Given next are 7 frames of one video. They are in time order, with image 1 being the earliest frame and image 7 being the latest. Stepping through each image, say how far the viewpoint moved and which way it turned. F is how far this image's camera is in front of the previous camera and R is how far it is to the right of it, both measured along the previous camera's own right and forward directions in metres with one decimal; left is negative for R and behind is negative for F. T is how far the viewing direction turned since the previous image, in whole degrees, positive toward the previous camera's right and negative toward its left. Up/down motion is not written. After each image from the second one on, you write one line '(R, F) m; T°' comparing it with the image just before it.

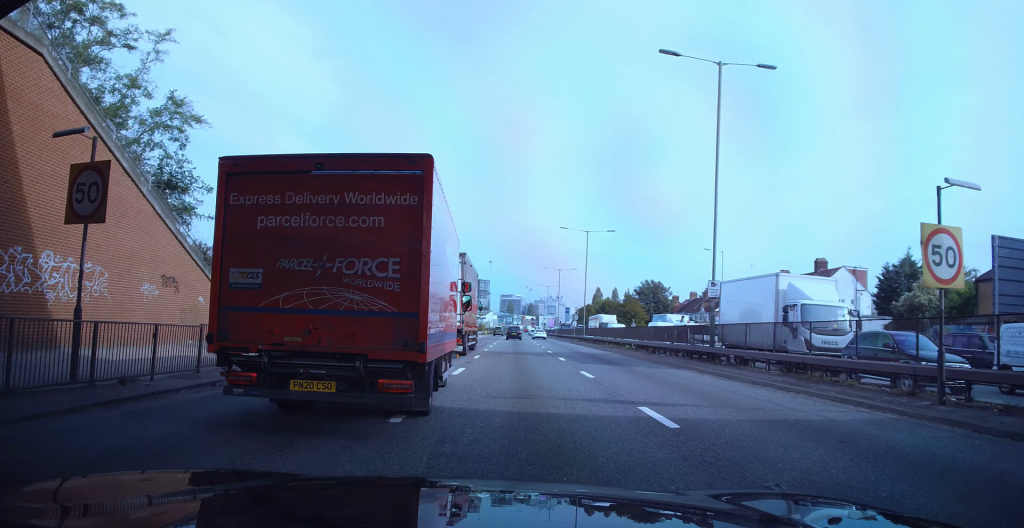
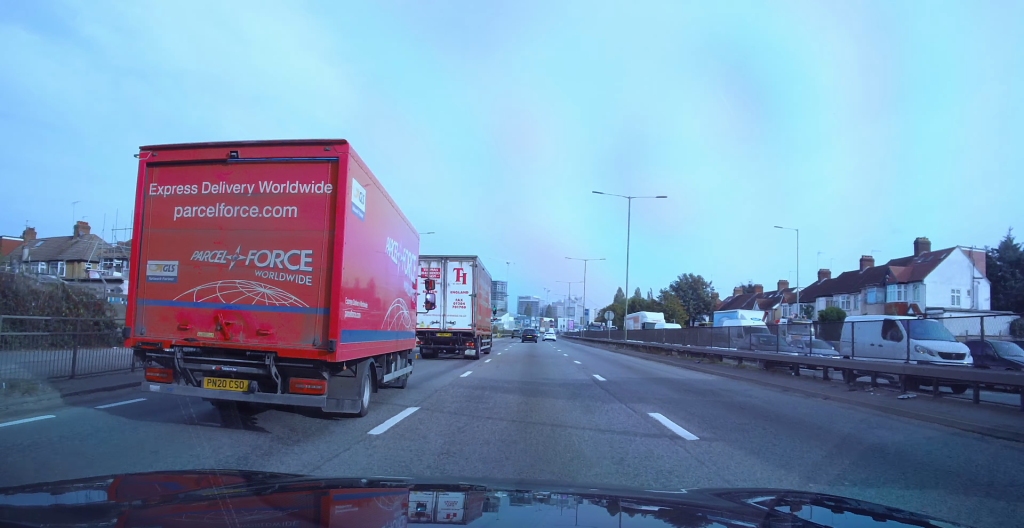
(+0.1, +18.6) m; -2°
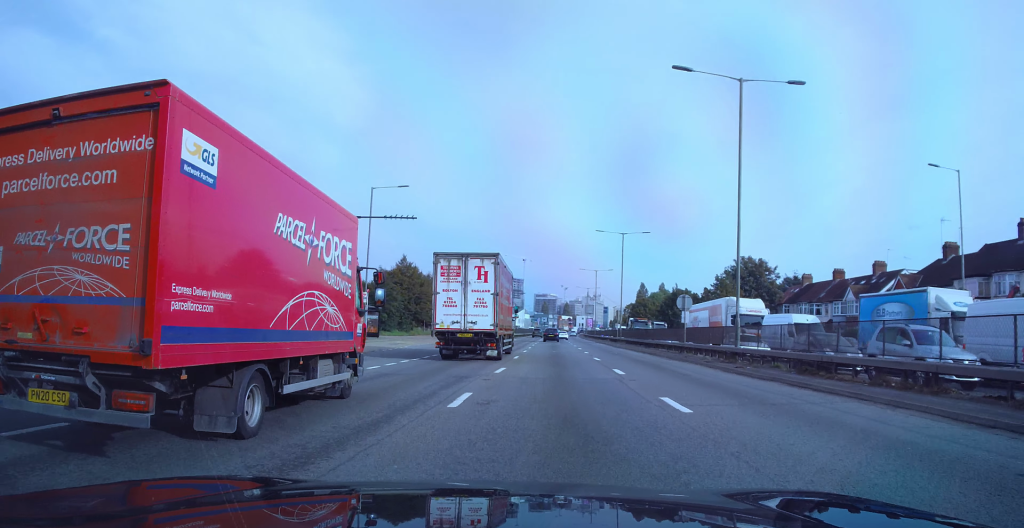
(-0.5, +23.7) m; 0°
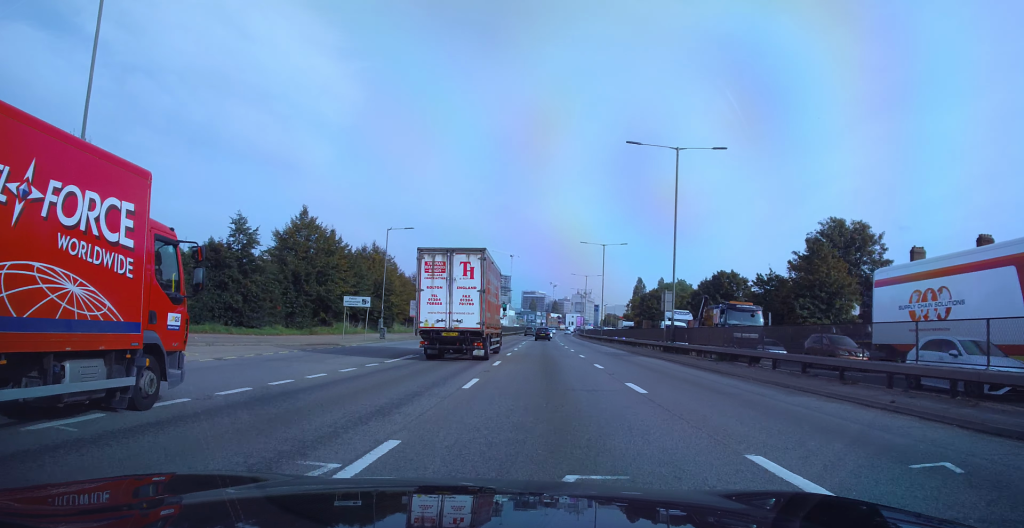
(+0.1, +32.7) m; -1°
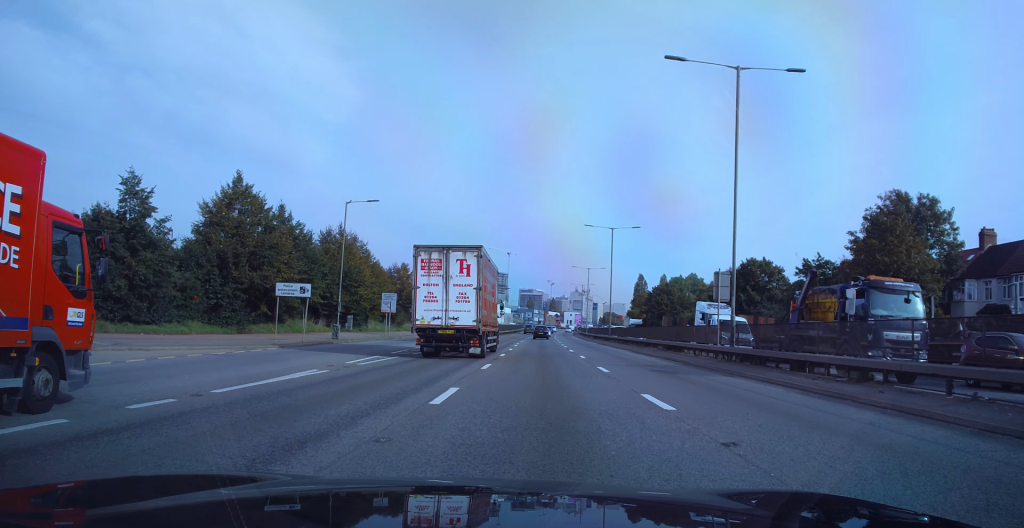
(0.0, +12.4) m; 0°
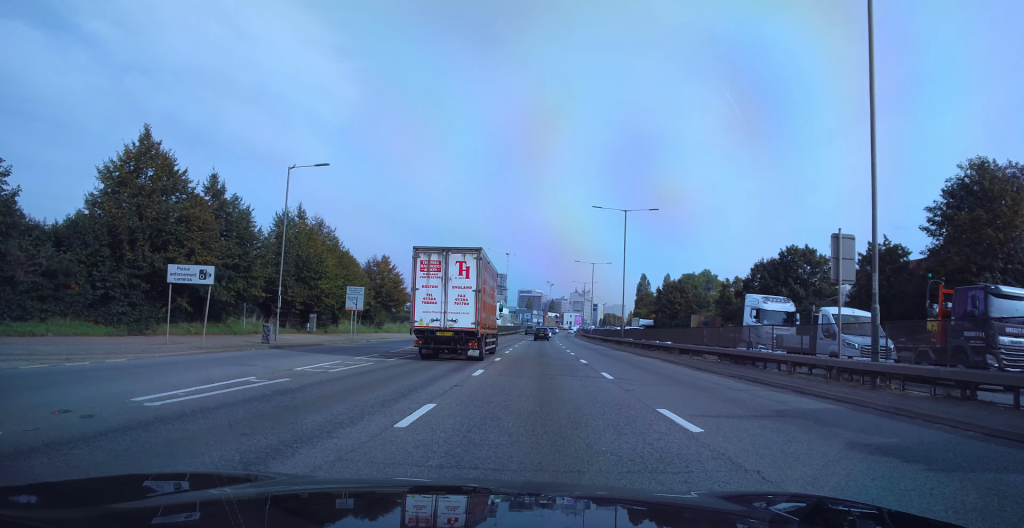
(0.0, +11.1) m; +1°
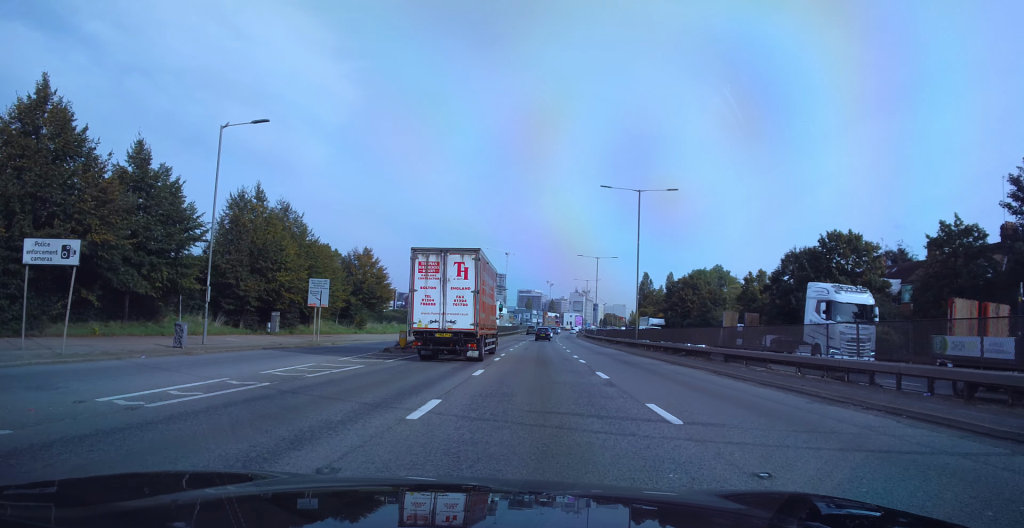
(0.0, +8.2) m; 0°
